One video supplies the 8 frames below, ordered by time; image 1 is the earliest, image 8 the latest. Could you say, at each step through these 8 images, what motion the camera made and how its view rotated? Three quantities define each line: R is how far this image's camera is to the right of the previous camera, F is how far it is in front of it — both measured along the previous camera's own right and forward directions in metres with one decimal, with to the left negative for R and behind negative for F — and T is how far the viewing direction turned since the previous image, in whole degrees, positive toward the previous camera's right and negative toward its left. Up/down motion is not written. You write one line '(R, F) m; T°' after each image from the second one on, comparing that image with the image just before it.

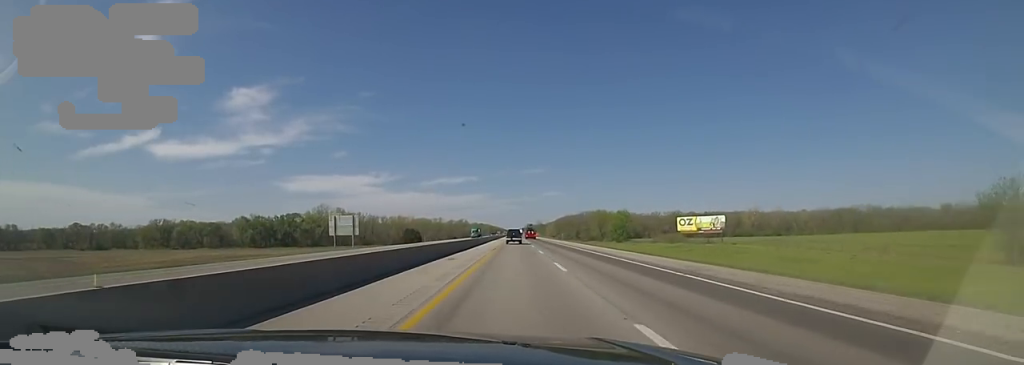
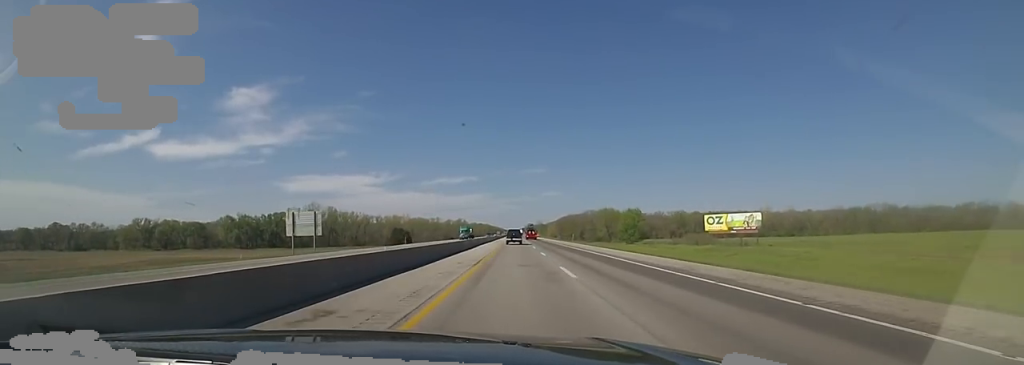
(+0.1, +17.5) m; +1°
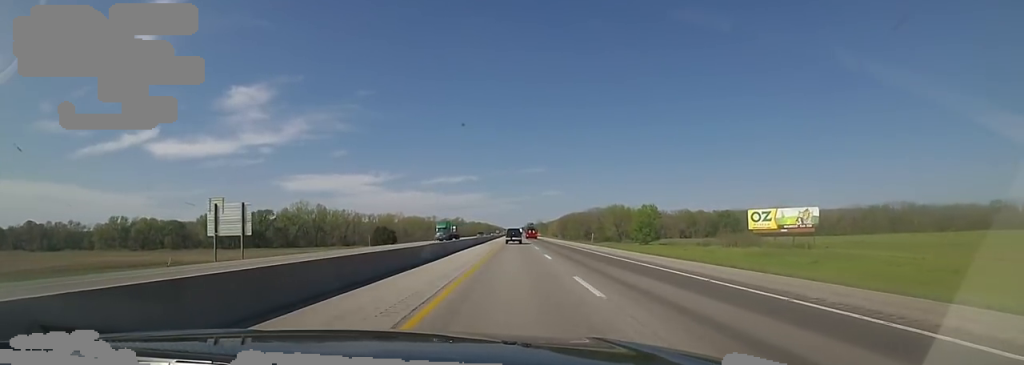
(+0.4, +20.0) m; 0°
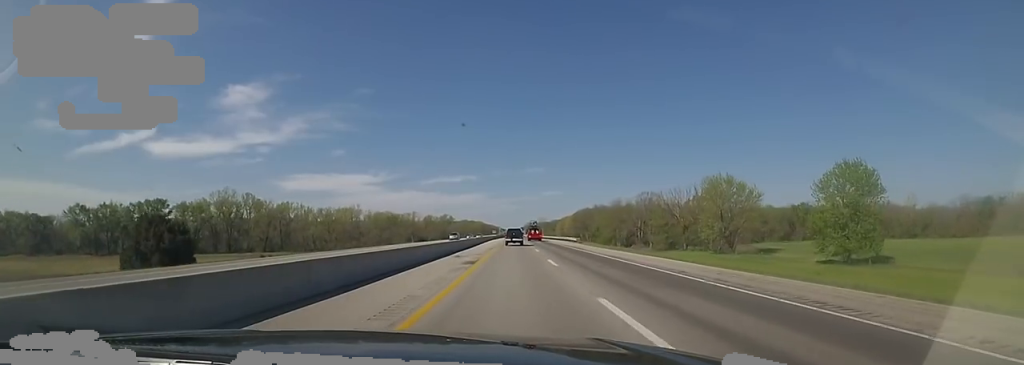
(-2.0, +95.3) m; -1°
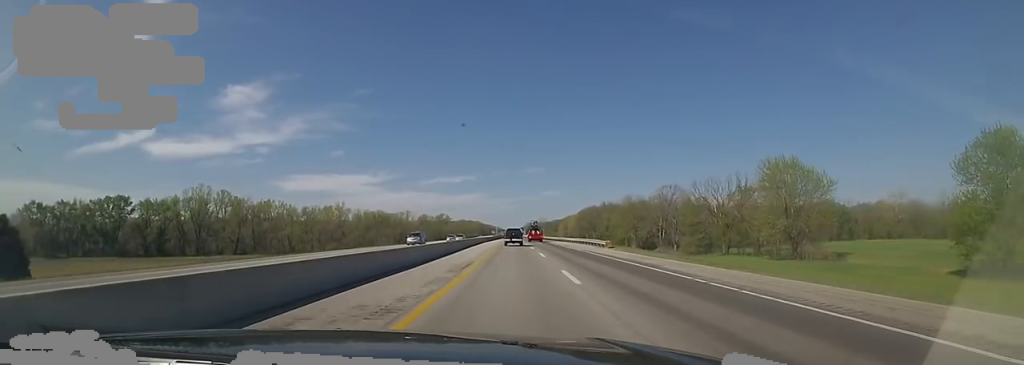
(+0.6, +22.5) m; 0°
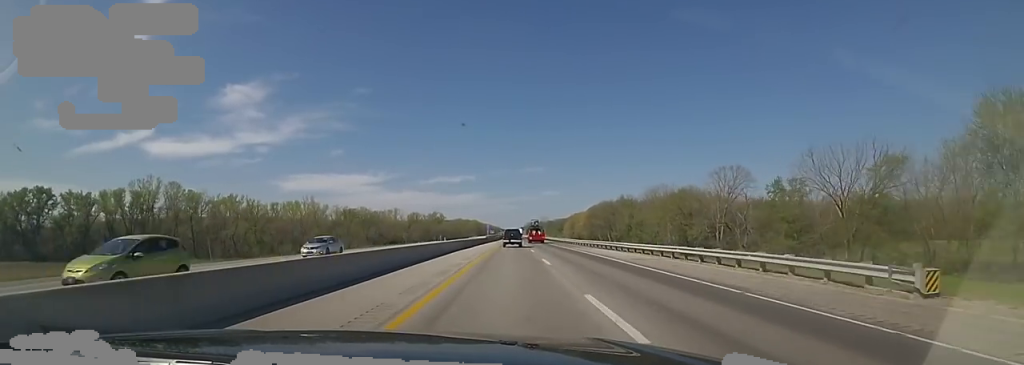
(-0.4, +37.1) m; -1°
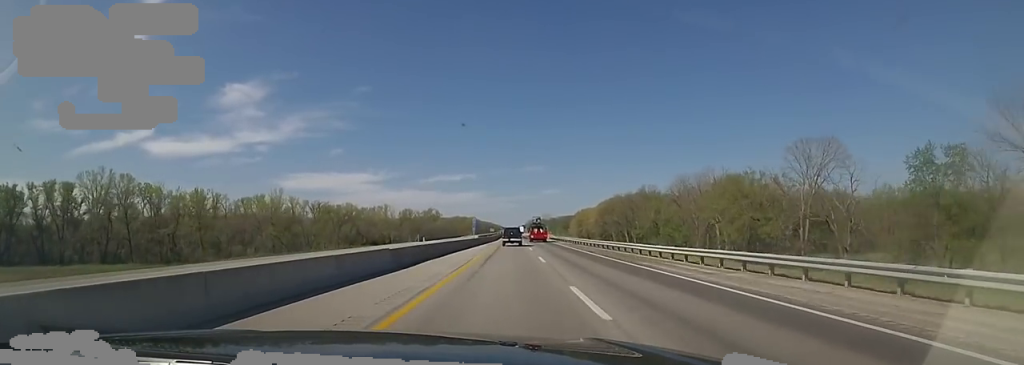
(-0.1, +29.4) m; +1°
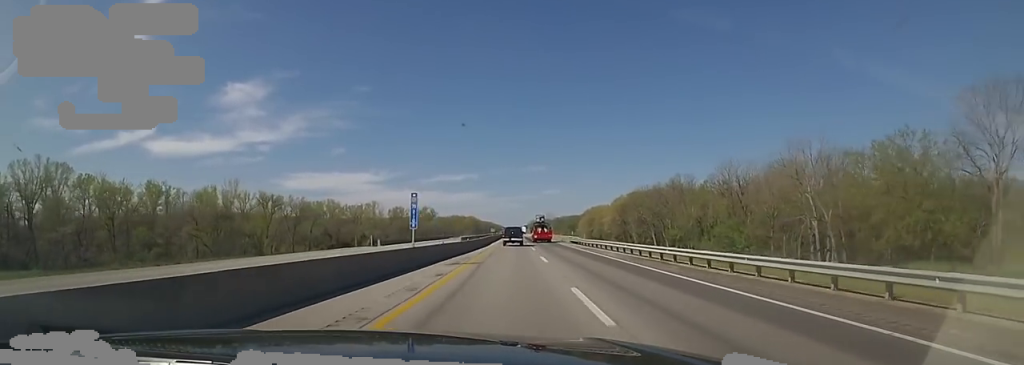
(+0.3, +30.5) m; 0°
